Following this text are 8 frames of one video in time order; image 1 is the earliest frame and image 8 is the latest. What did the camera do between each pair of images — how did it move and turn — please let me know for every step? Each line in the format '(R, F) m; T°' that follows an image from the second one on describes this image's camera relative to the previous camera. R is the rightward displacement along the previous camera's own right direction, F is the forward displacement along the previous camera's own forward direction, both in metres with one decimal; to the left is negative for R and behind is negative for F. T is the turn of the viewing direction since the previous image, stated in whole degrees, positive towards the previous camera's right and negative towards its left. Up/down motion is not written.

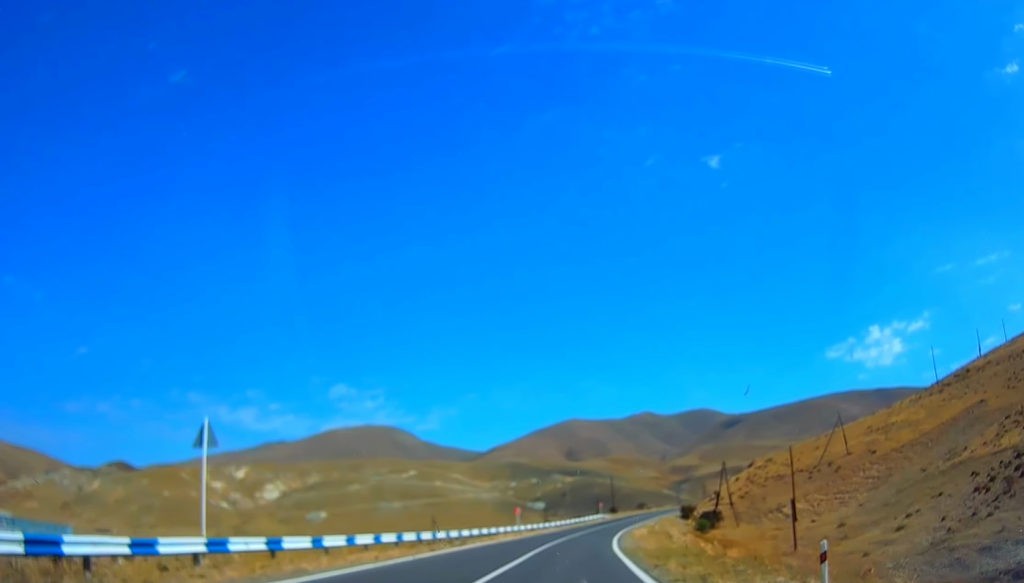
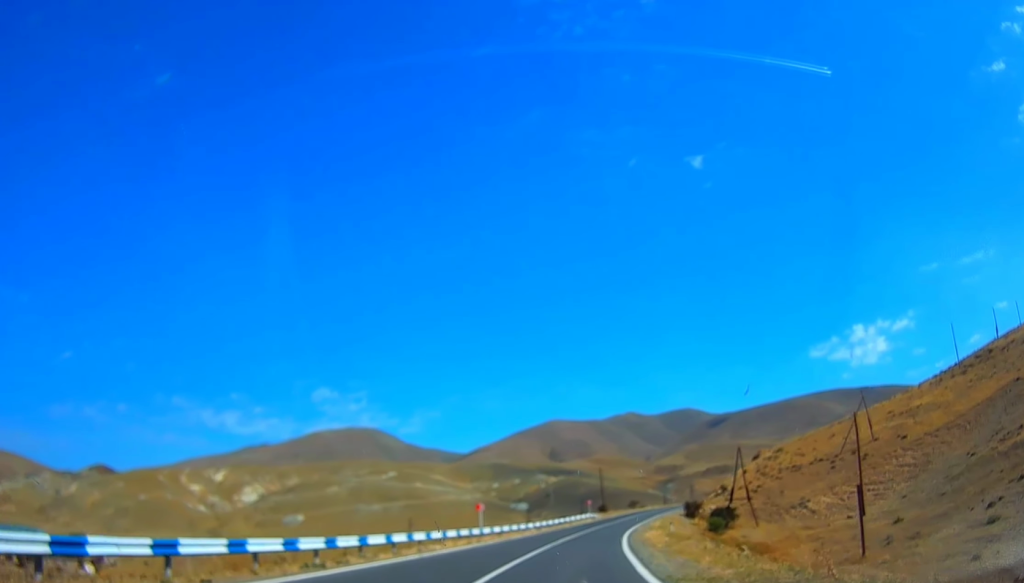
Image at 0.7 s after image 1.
(+0.1, +17.1) m; 0°
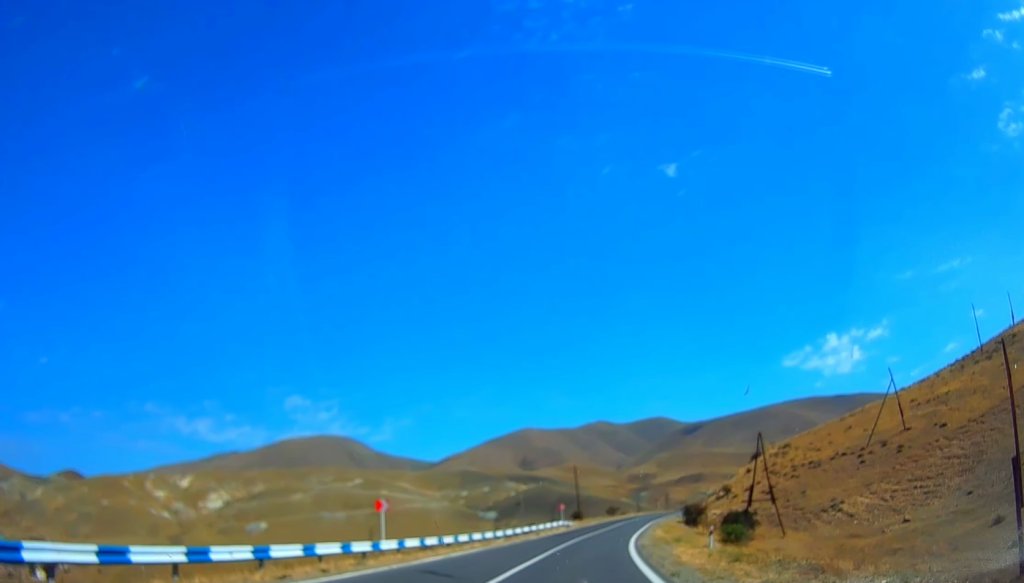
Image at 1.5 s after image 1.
(0.0, +19.0) m; +1°
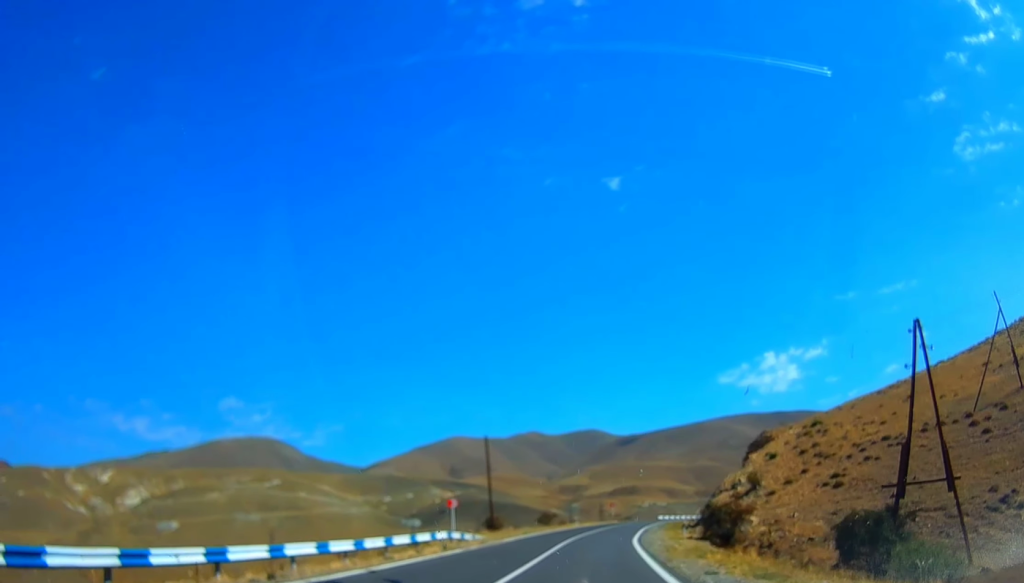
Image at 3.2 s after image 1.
(+1.5, +37.7) m; +7°
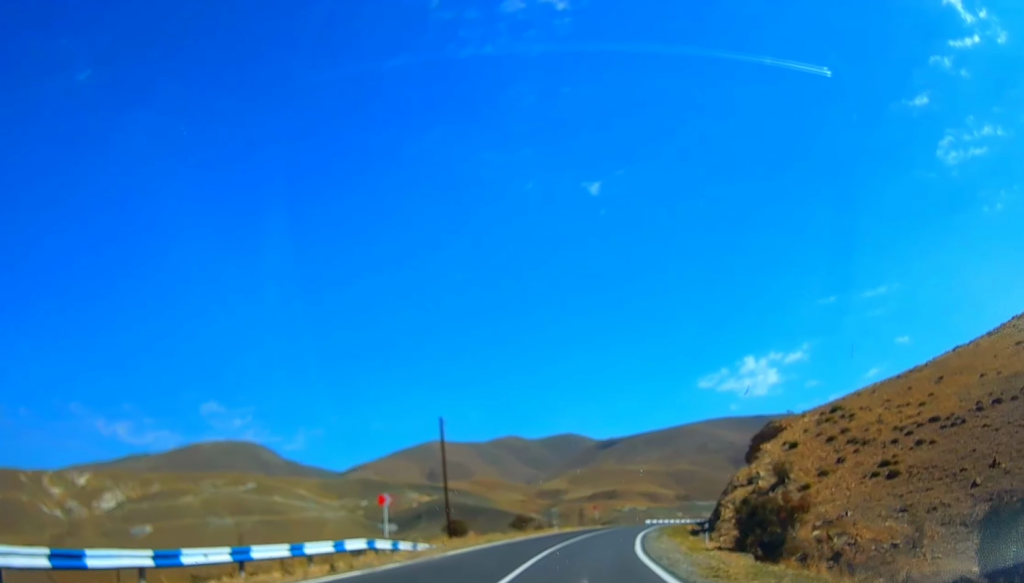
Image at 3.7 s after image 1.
(+0.5, +10.7) m; +2°
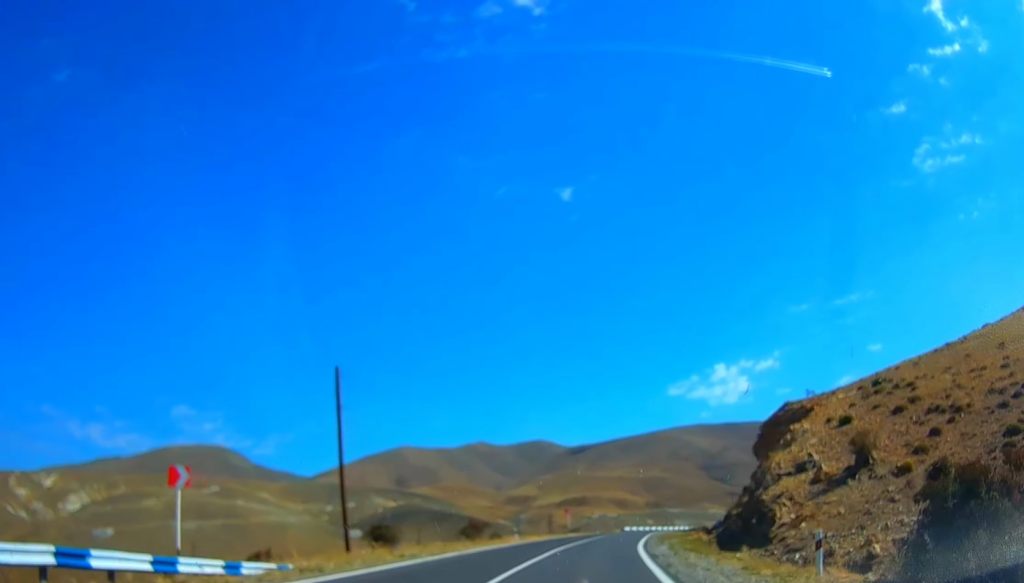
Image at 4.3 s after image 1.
(+0.4, +14.9) m; +2°
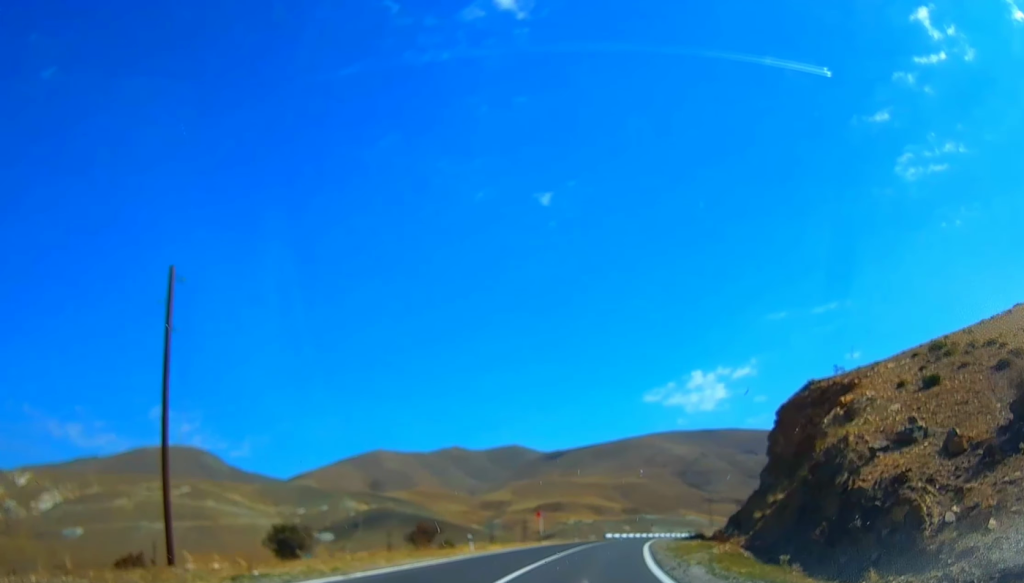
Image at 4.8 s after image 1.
(+0.1, +11.5) m; +2°
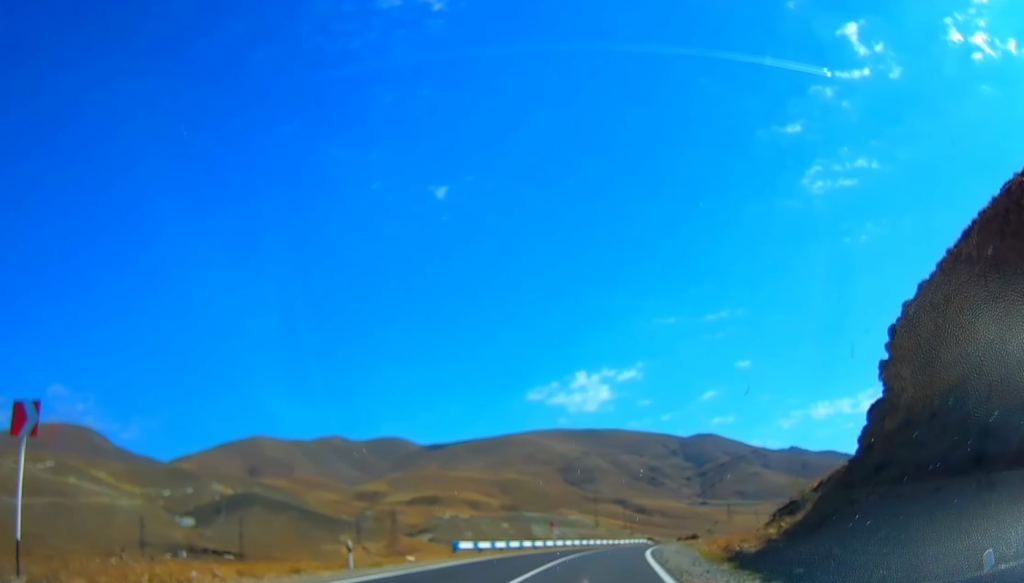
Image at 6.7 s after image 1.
(+3.7, +44.4) m; +11°
